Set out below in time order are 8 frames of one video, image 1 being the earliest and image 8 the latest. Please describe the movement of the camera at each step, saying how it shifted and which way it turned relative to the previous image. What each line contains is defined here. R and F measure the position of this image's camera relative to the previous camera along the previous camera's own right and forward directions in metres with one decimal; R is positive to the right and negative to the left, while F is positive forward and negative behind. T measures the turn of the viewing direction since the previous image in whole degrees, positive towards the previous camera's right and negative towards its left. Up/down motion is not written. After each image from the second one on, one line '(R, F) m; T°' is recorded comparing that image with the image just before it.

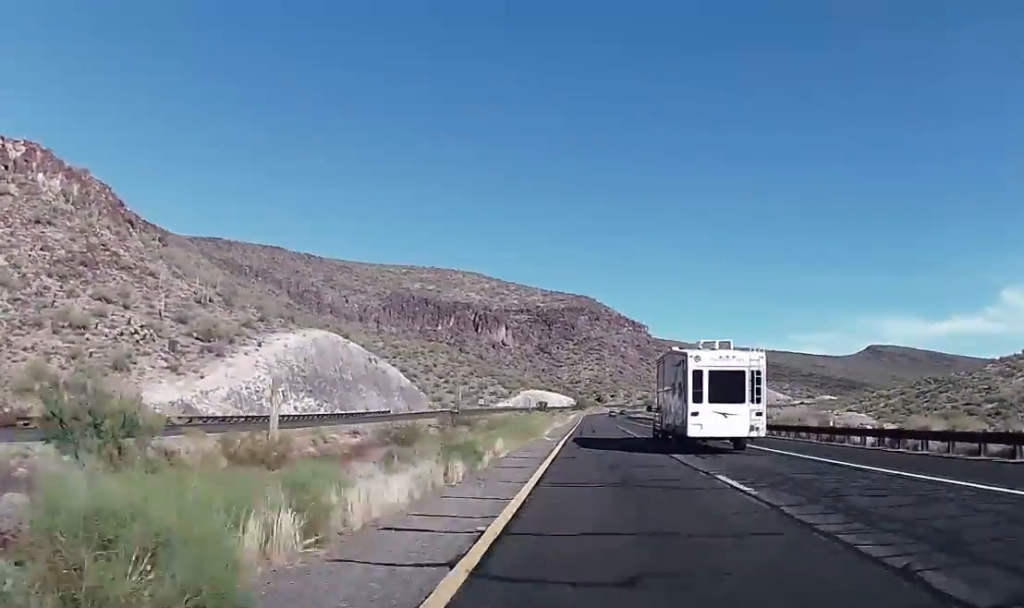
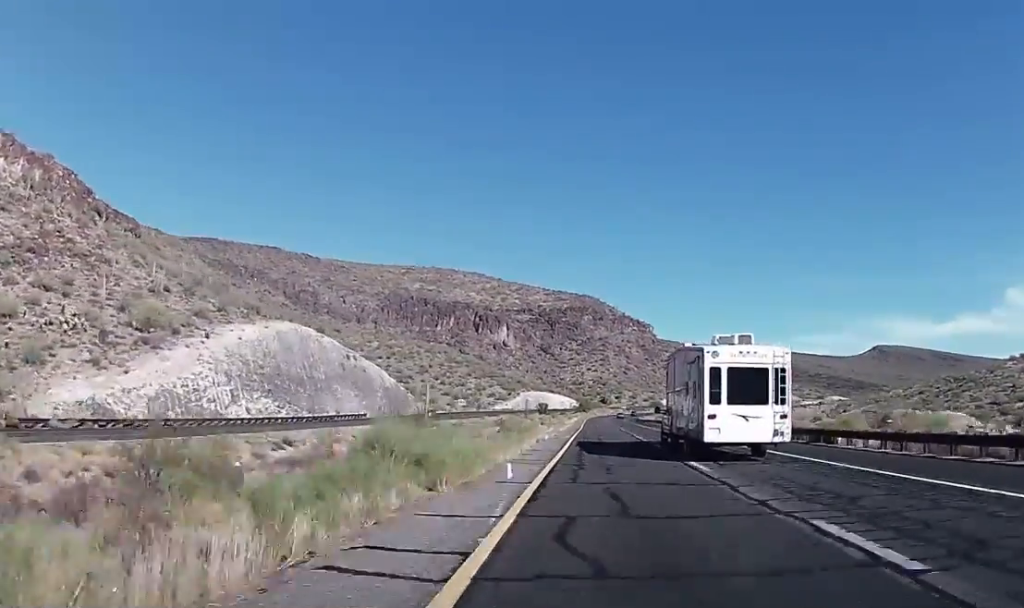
(0.0, +18.9) m; 0°
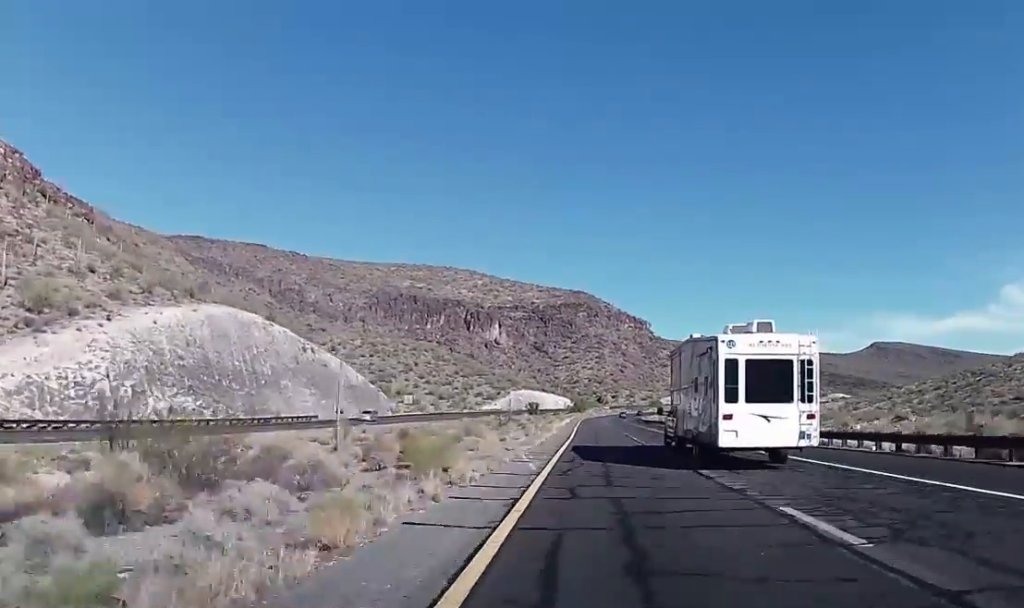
(0.0, +22.7) m; 0°
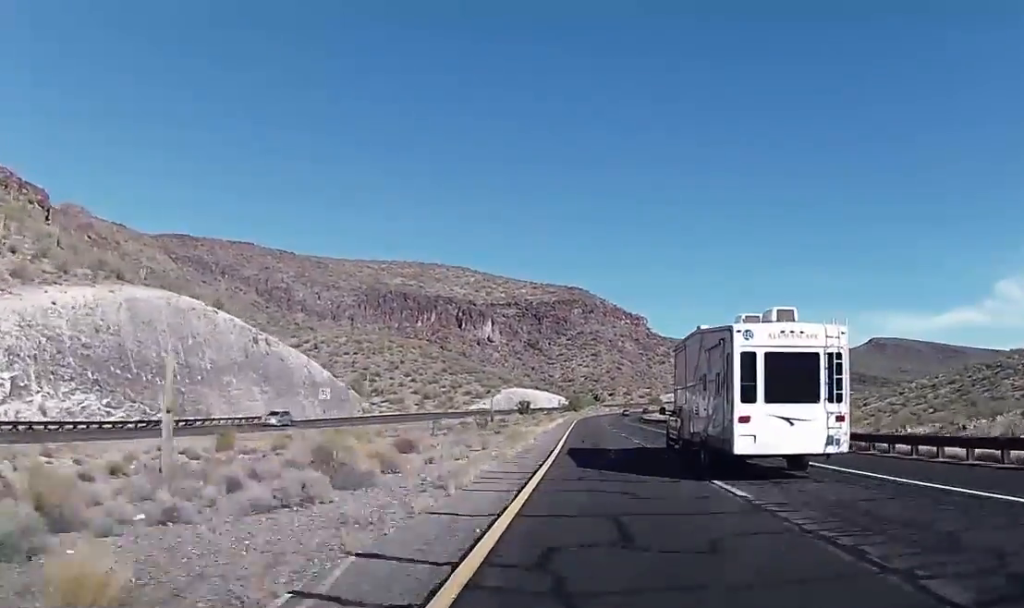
(-0.2, +18.9) m; 0°
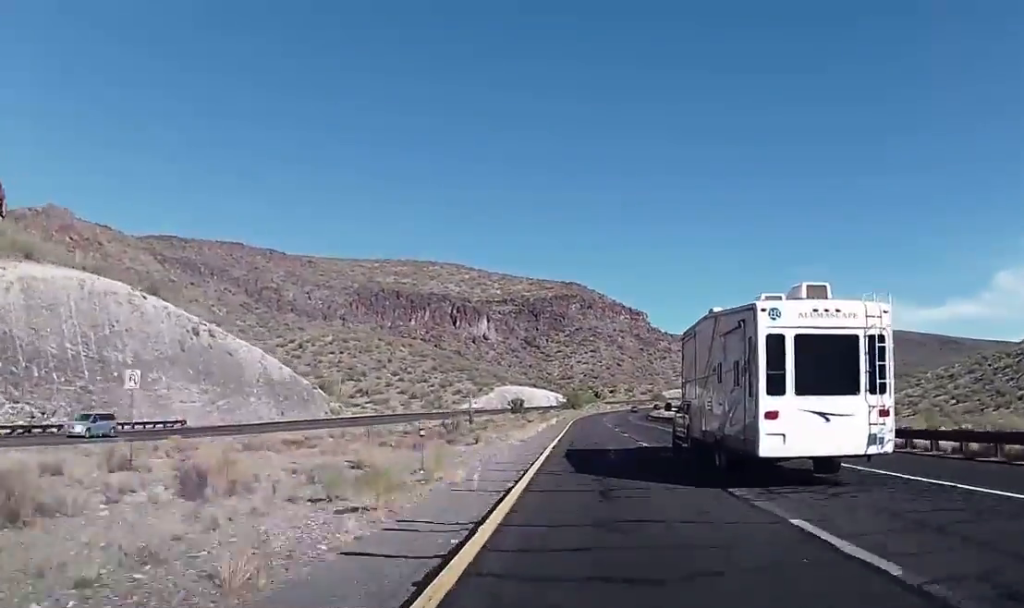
(-0.1, +18.9) m; 0°
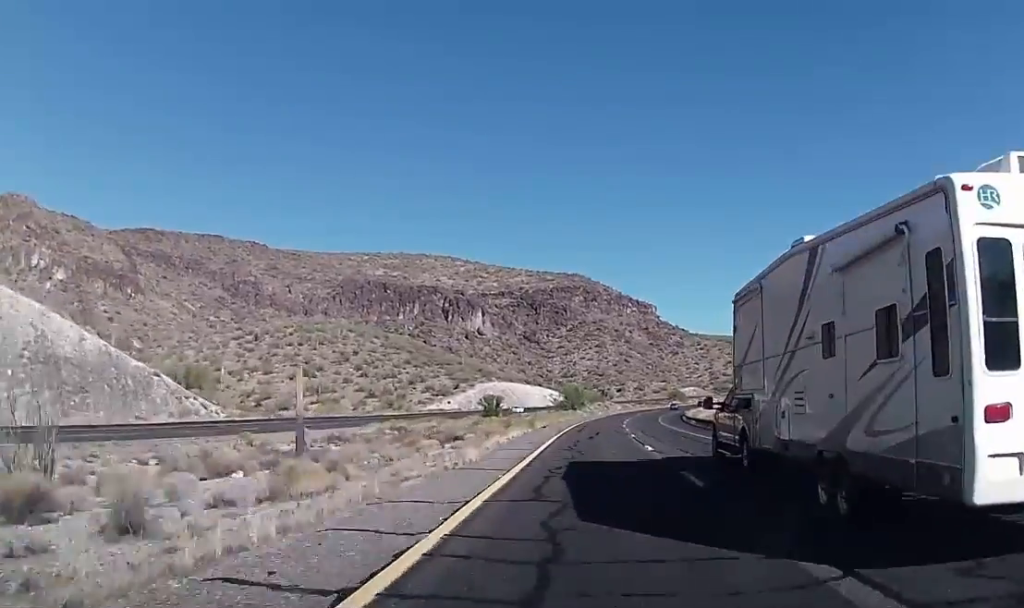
(-0.1, +52.7) m; 0°
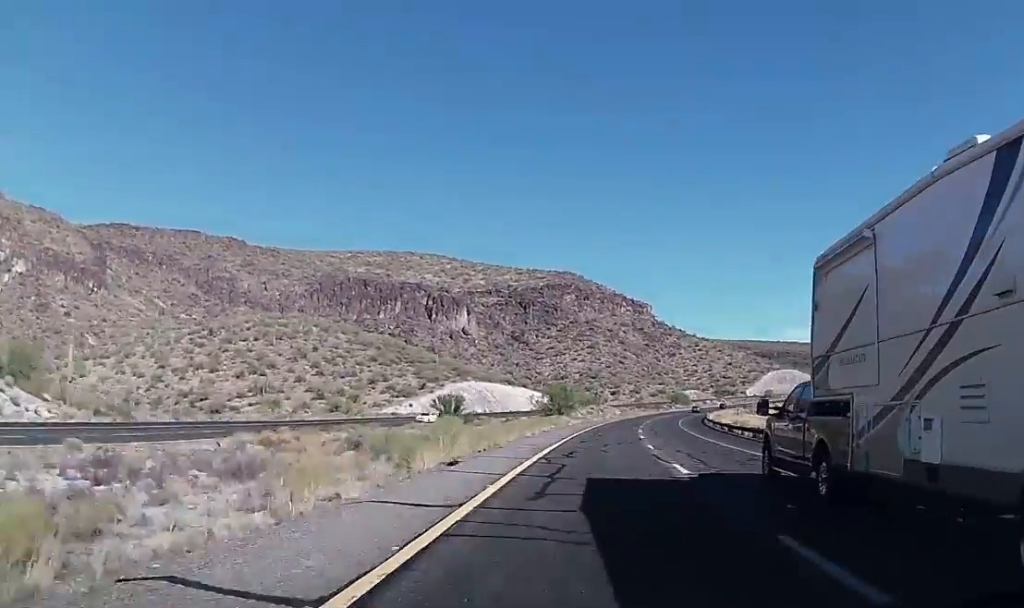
(0.0, +32.6) m; 0°
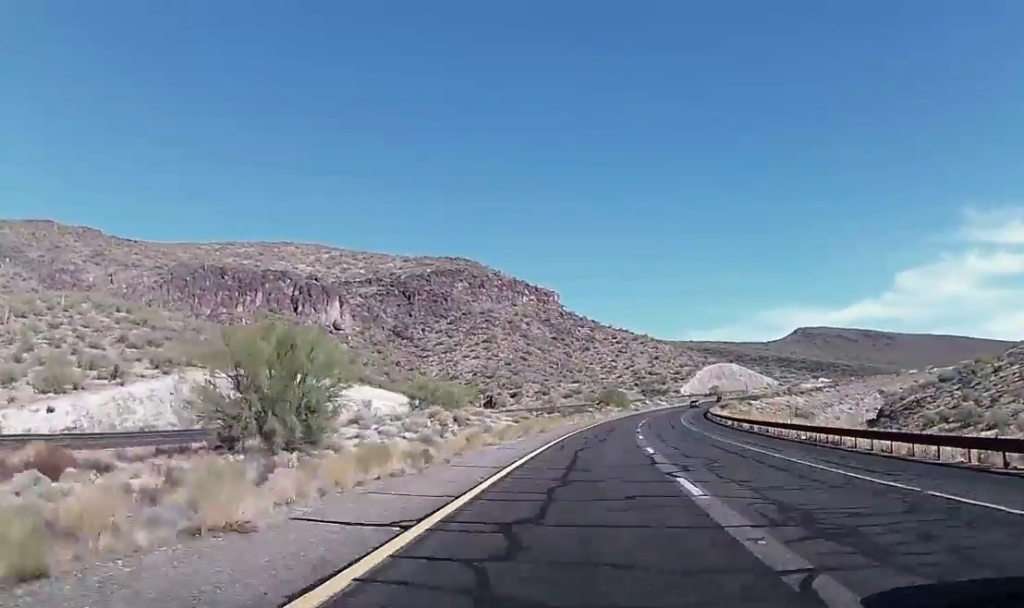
(+1.7, +89.8) m; +4°
